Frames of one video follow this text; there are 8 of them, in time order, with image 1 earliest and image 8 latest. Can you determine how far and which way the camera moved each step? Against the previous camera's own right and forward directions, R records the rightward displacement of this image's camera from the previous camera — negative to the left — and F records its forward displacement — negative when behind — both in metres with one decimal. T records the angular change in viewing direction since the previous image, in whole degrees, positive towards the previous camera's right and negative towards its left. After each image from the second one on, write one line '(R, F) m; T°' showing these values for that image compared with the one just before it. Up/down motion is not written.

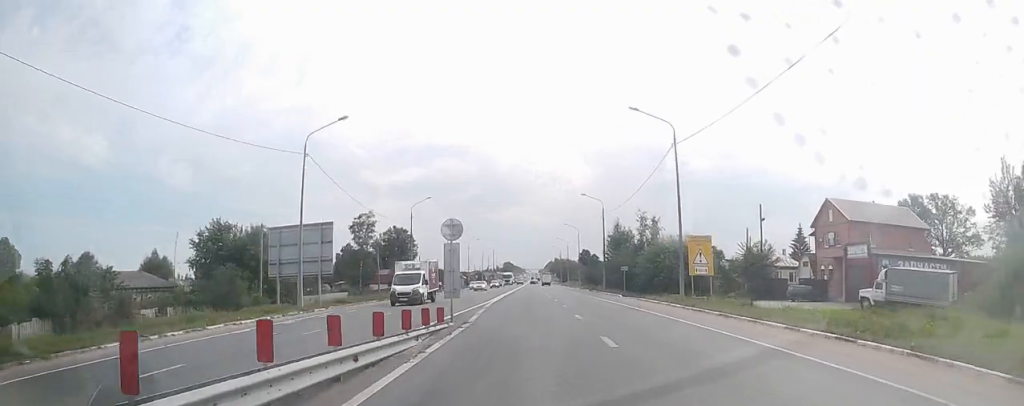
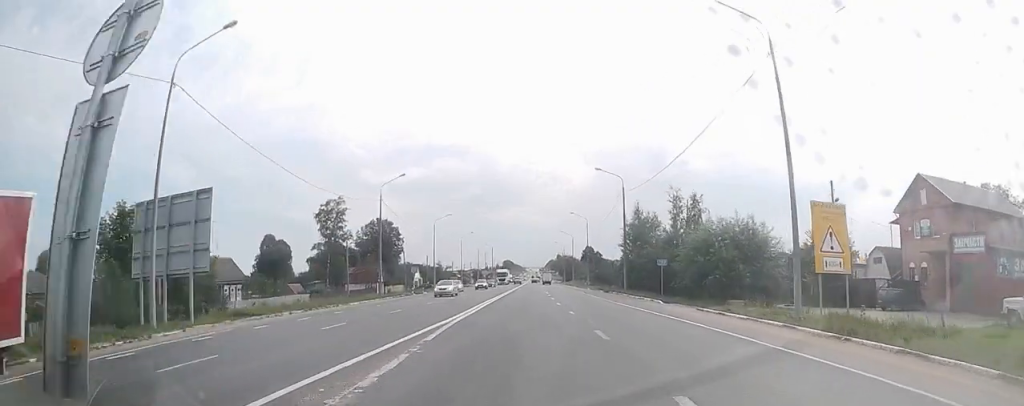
(0.0, +14.8) m; +1°
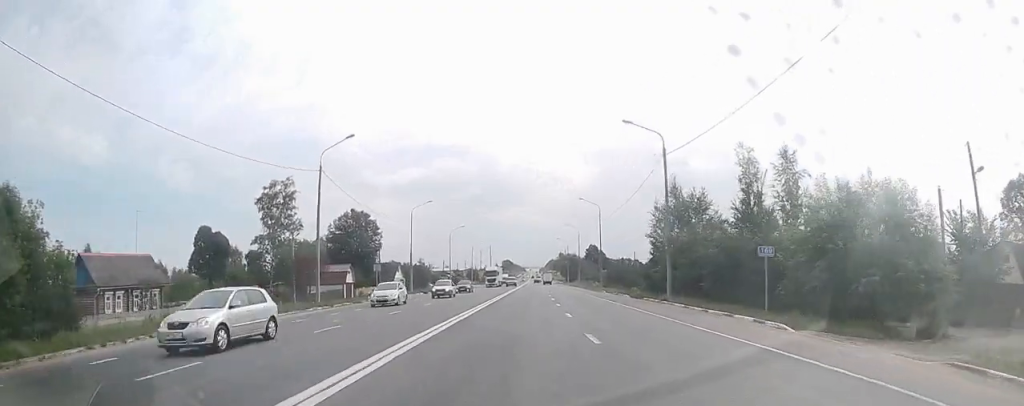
(+0.1, +16.6) m; 0°
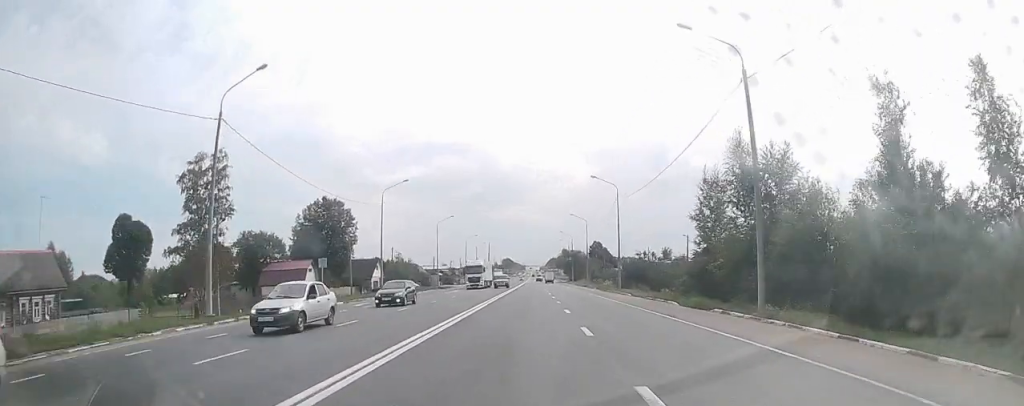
(-0.1, +14.6) m; 0°
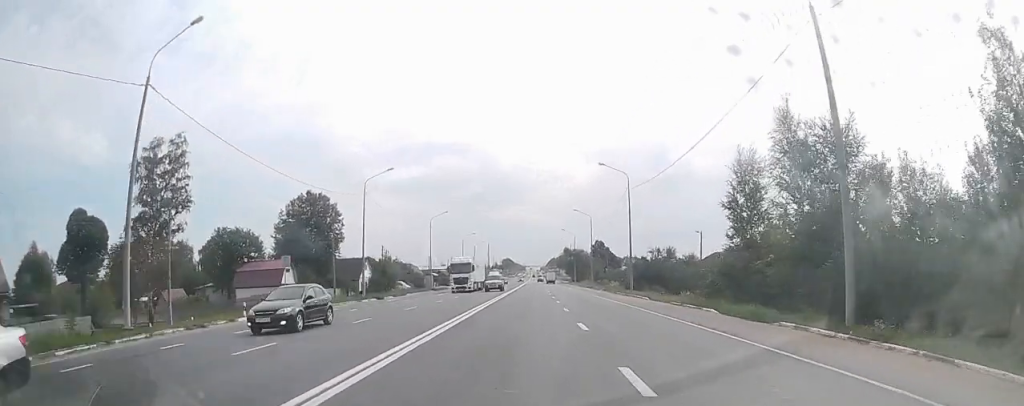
(+0.1, +6.6) m; 0°
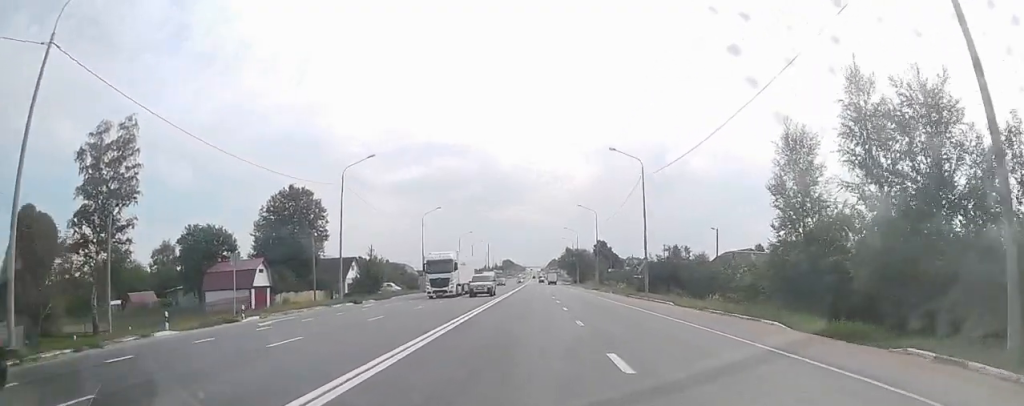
(0.0, +6.5) m; 0°
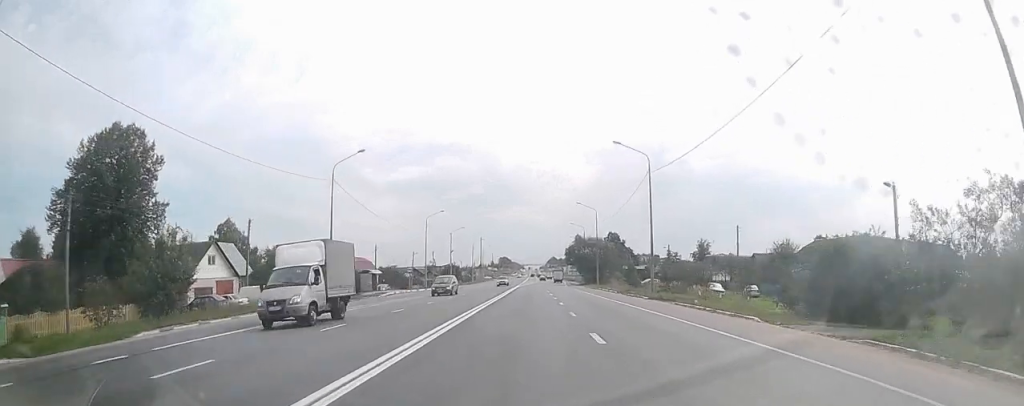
(-0.8, +36.6) m; -2°
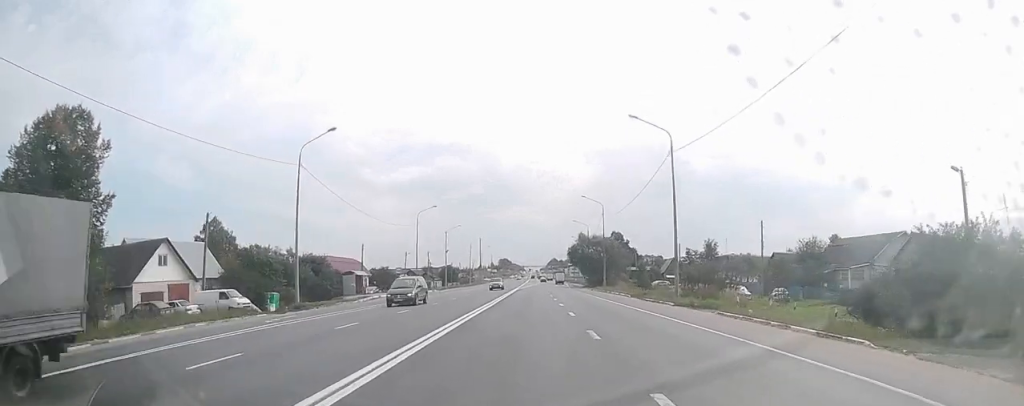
(-0.1, +6.9) m; 0°
